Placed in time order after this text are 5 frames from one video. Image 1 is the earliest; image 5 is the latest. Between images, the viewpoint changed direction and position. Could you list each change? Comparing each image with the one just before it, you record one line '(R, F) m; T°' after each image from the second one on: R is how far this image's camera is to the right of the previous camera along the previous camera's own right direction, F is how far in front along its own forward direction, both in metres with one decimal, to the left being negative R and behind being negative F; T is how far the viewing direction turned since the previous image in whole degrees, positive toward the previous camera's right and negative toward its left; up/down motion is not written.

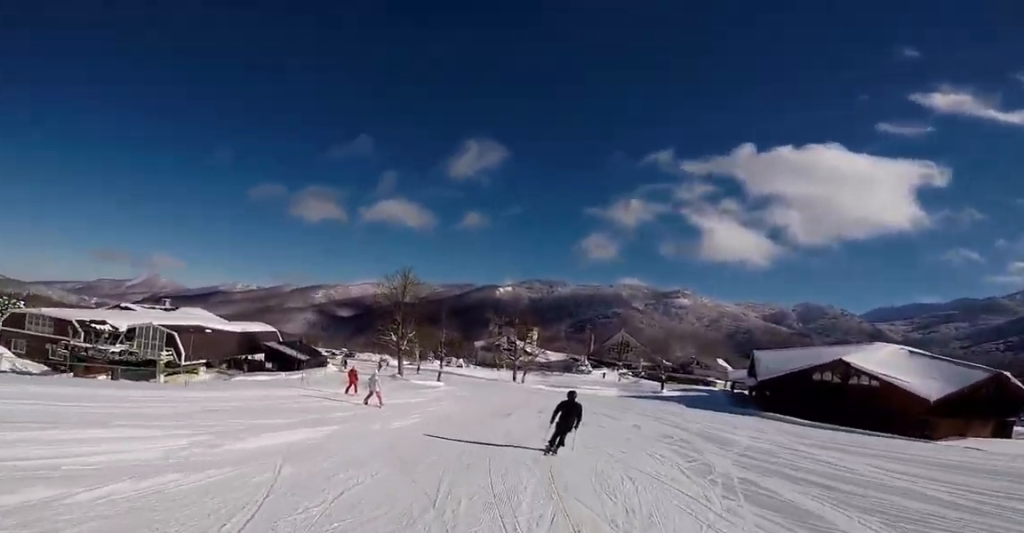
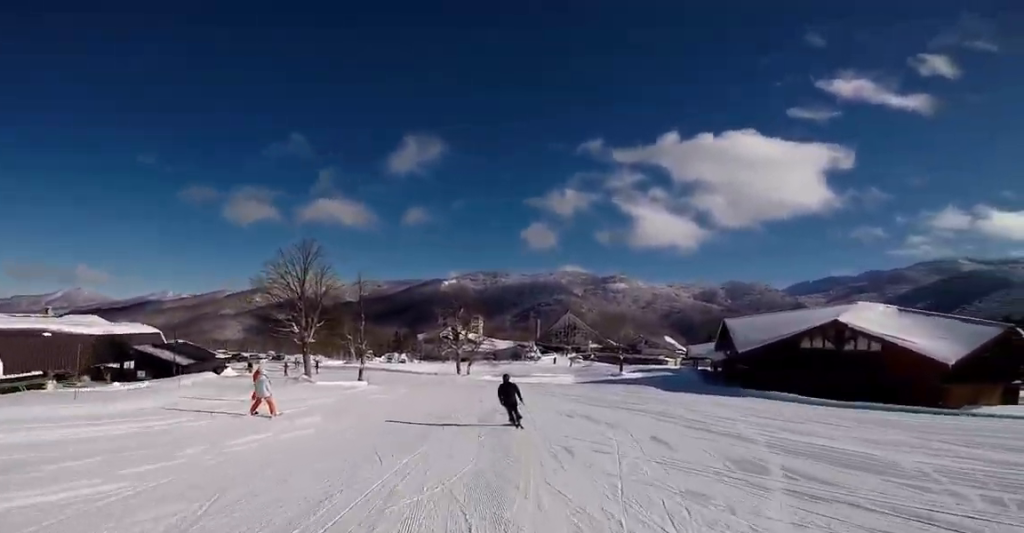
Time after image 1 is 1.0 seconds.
(0.0, +9.9) m; -7°
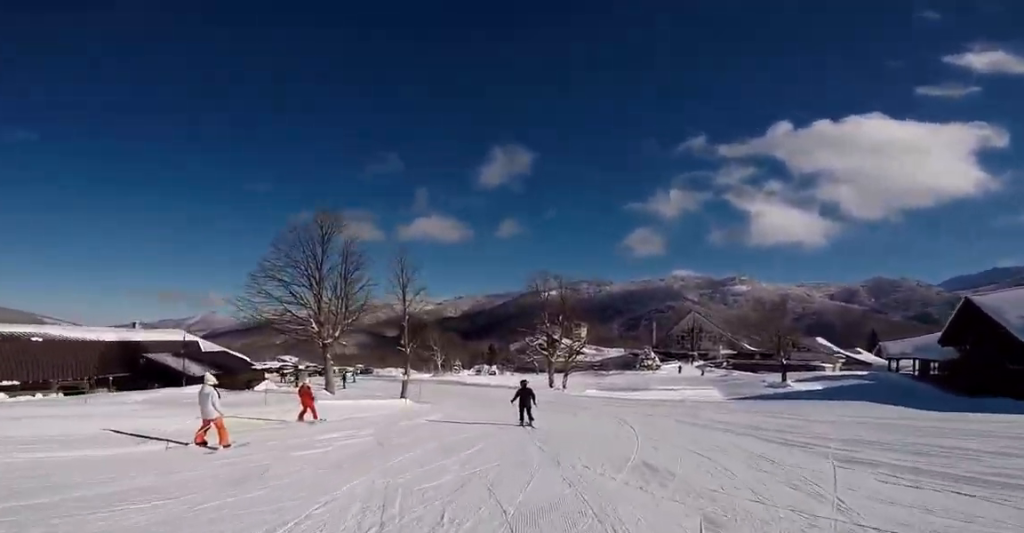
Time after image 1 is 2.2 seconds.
(-1.3, +12.8) m; -5°
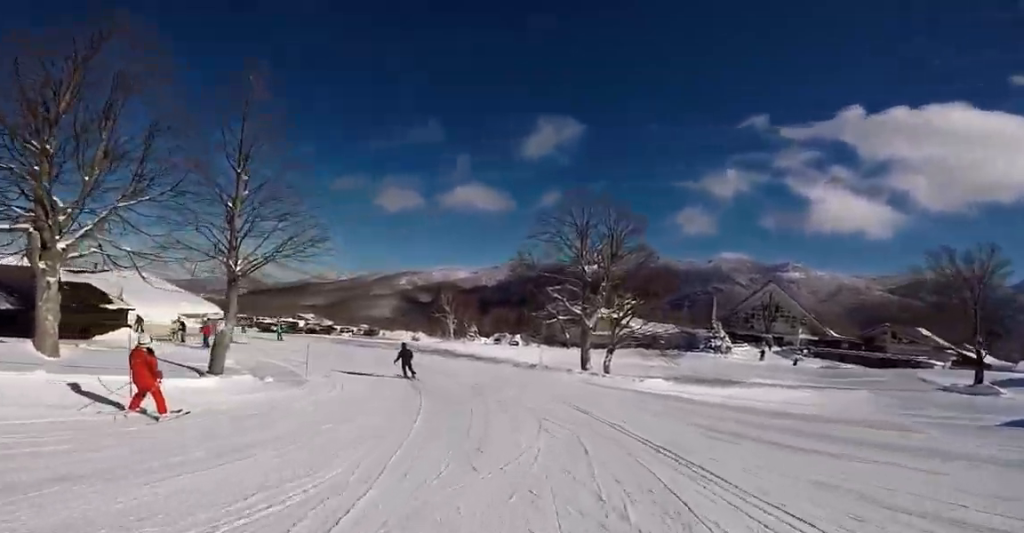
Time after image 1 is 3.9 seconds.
(-1.3, +16.8) m; -16°
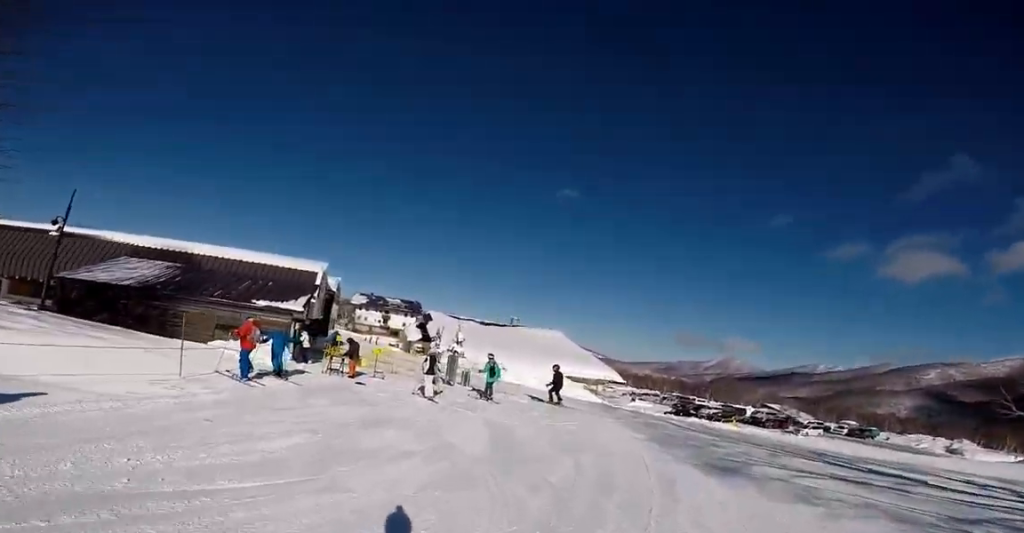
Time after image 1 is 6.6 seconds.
(-8.0, +17.9) m; -43°
